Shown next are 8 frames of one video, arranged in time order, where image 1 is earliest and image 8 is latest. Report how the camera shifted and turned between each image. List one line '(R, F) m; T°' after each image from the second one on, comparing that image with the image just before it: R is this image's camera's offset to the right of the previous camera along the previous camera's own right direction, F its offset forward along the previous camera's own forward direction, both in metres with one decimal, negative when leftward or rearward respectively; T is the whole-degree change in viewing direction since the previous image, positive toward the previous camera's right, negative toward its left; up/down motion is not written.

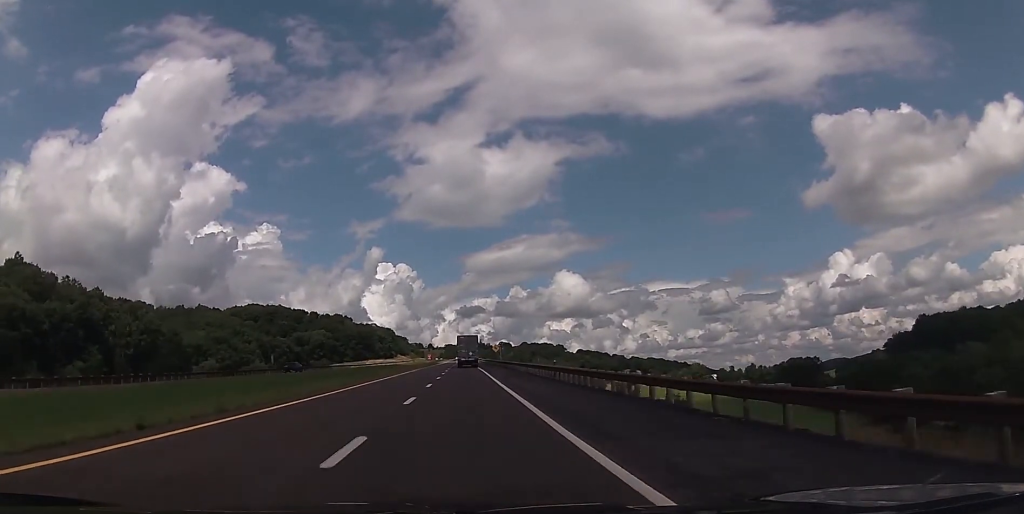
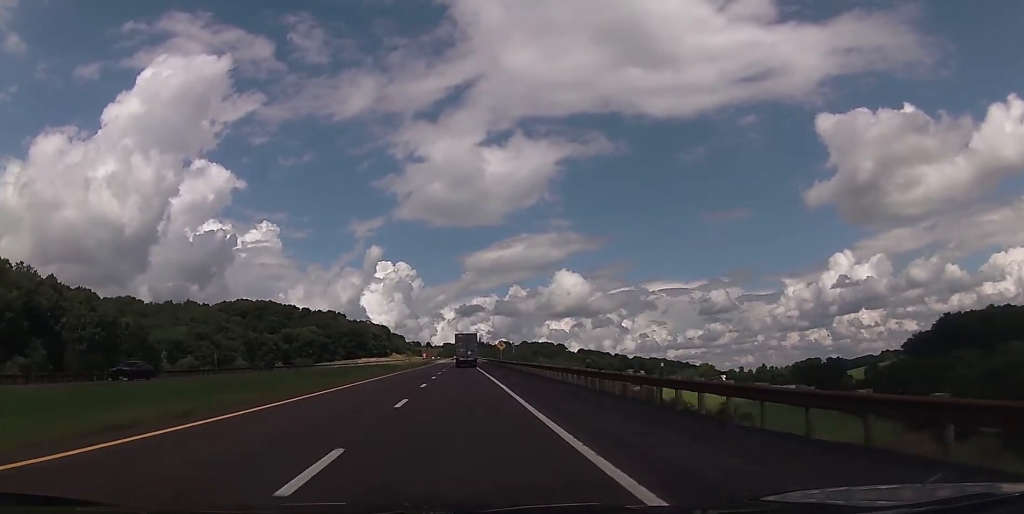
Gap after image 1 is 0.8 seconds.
(+0.1, +25.7) m; 0°
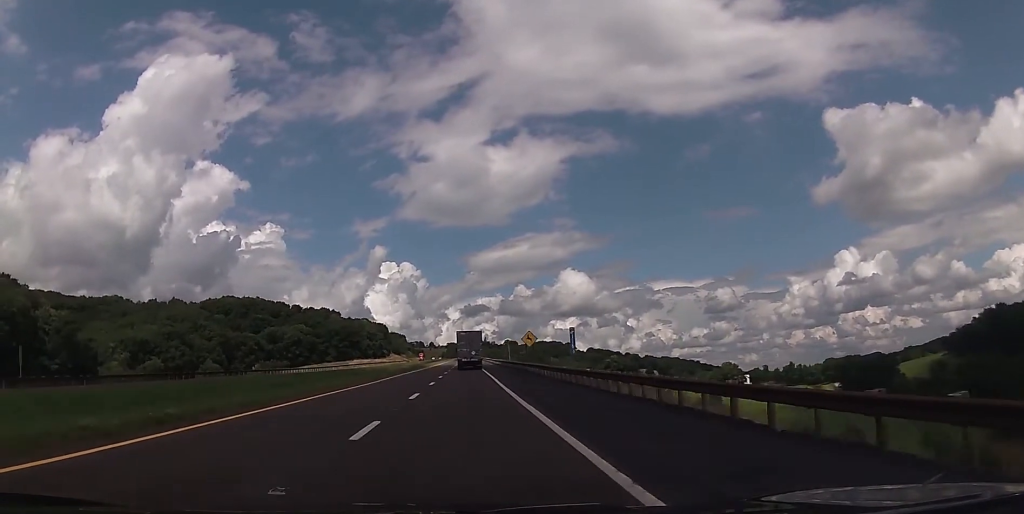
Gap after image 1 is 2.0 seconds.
(-0.2, +42.5) m; 0°
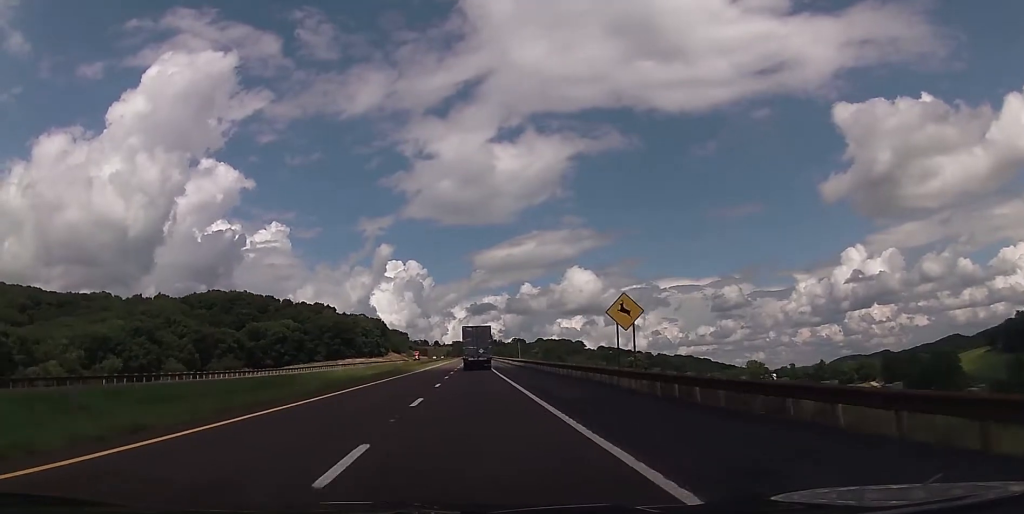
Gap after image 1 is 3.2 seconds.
(+0.2, +40.3) m; -1°
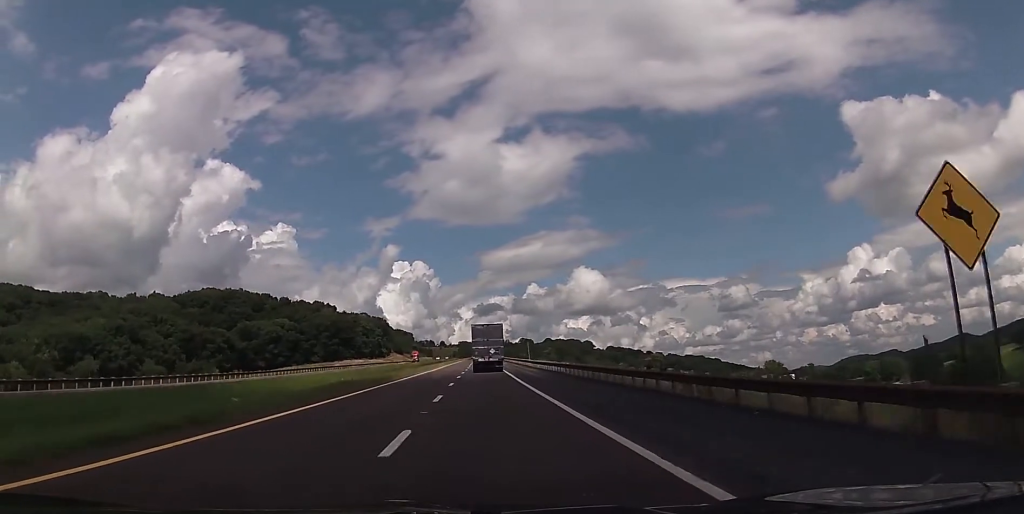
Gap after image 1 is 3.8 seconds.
(-0.1, +20.1) m; -1°
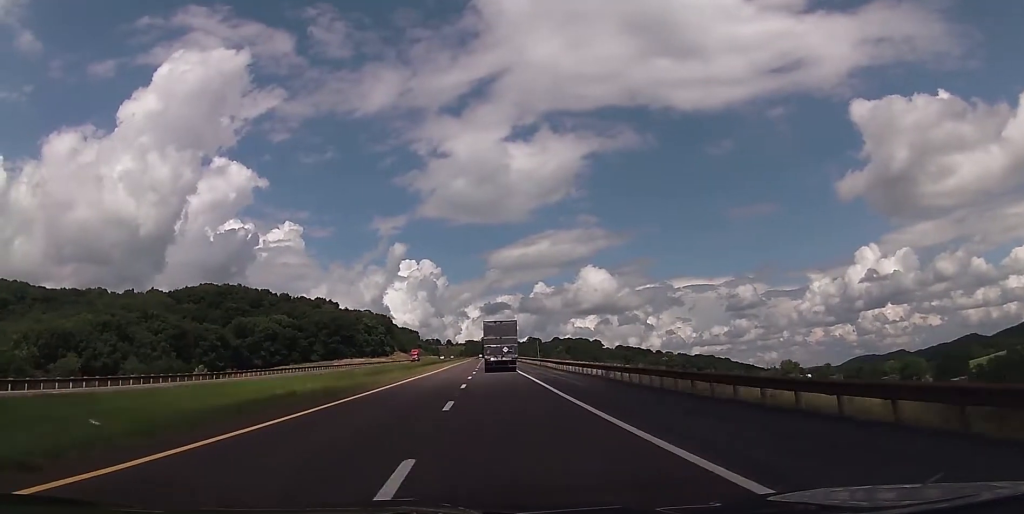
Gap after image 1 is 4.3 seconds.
(-0.1, +15.6) m; 0°
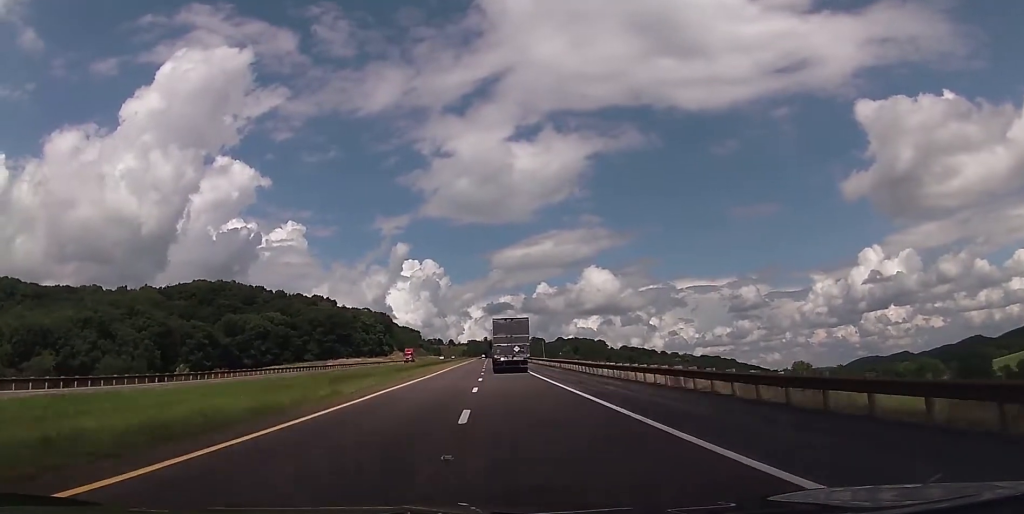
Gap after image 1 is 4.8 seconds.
(0.0, +15.6) m; 0°
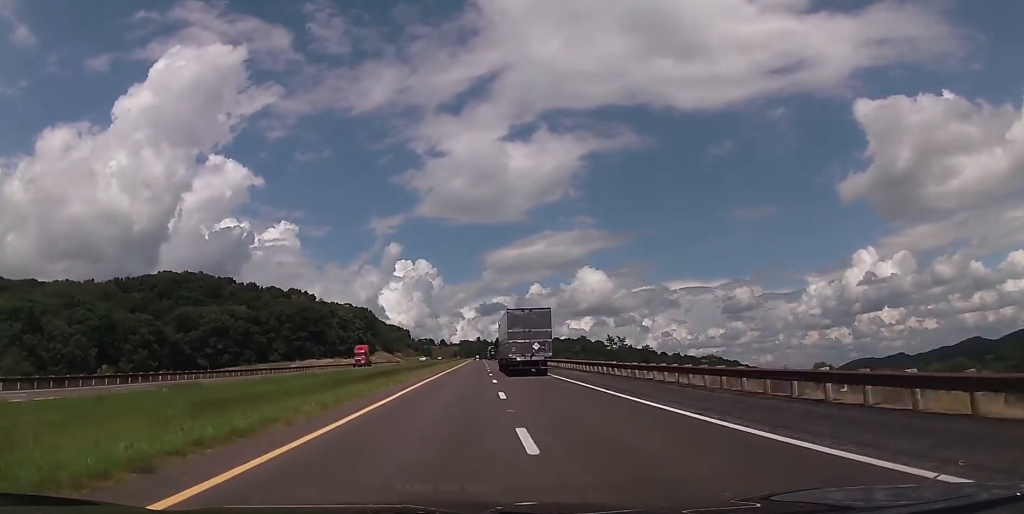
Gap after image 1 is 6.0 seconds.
(0.0, +40.2) m; 0°
